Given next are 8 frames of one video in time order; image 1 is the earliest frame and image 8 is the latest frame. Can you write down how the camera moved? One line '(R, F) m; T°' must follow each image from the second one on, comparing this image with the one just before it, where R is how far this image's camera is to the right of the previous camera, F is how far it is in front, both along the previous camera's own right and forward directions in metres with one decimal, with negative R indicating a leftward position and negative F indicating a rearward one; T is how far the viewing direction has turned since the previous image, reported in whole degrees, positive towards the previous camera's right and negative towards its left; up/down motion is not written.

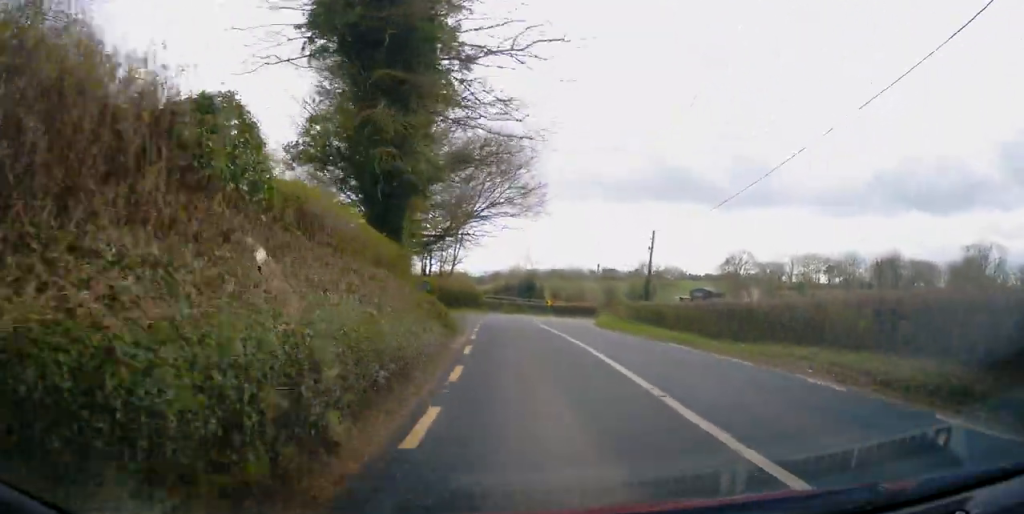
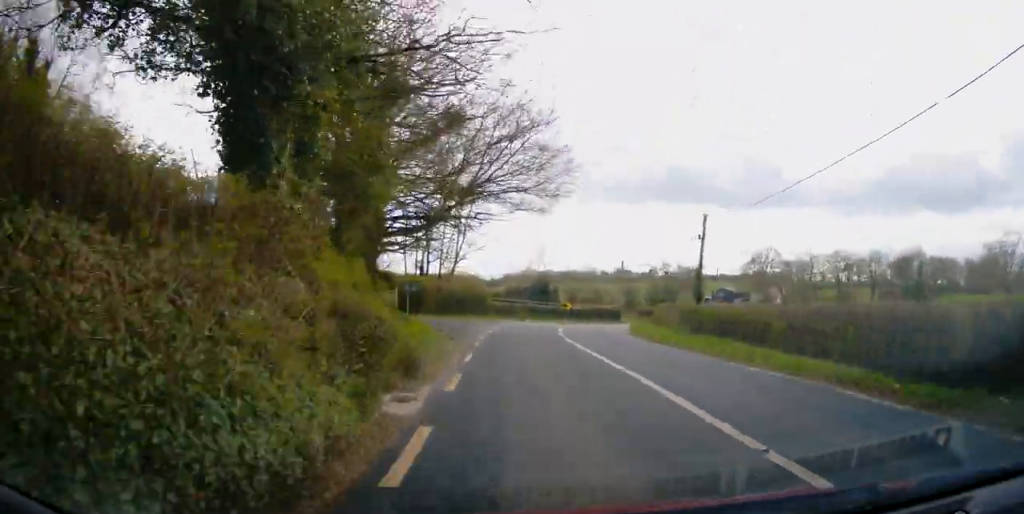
(-0.1, +9.0) m; -1°
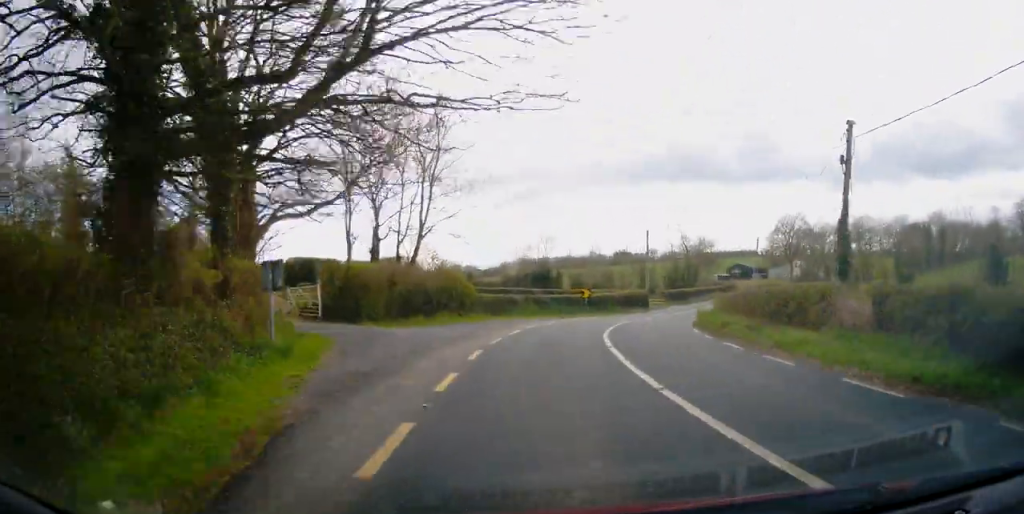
(-0.3, +15.7) m; 0°
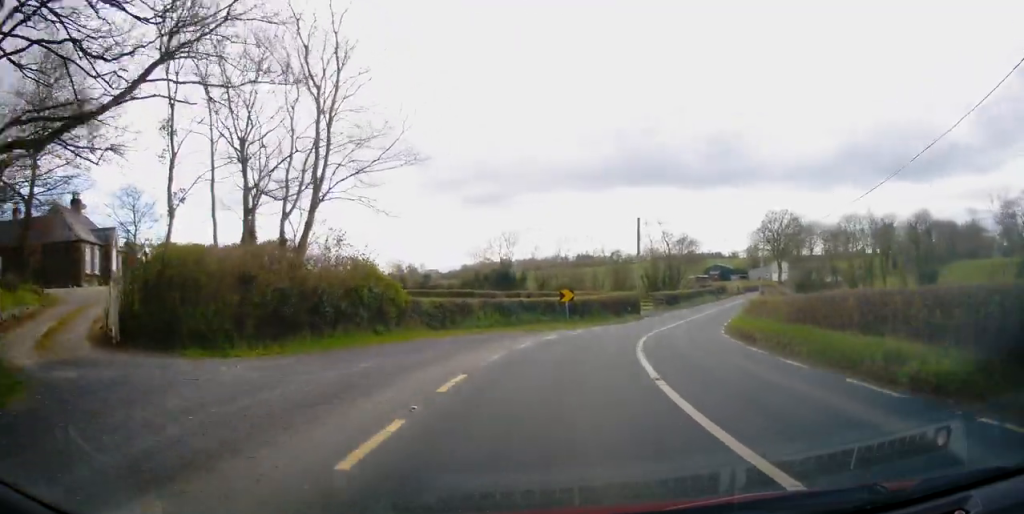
(+0.2, +11.9) m; +3°
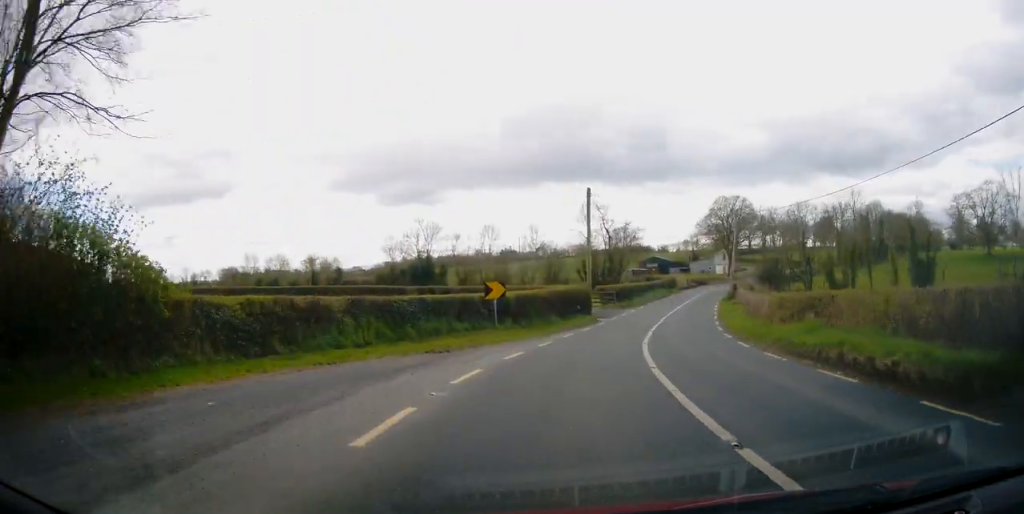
(+0.3, +11.2) m; +5°
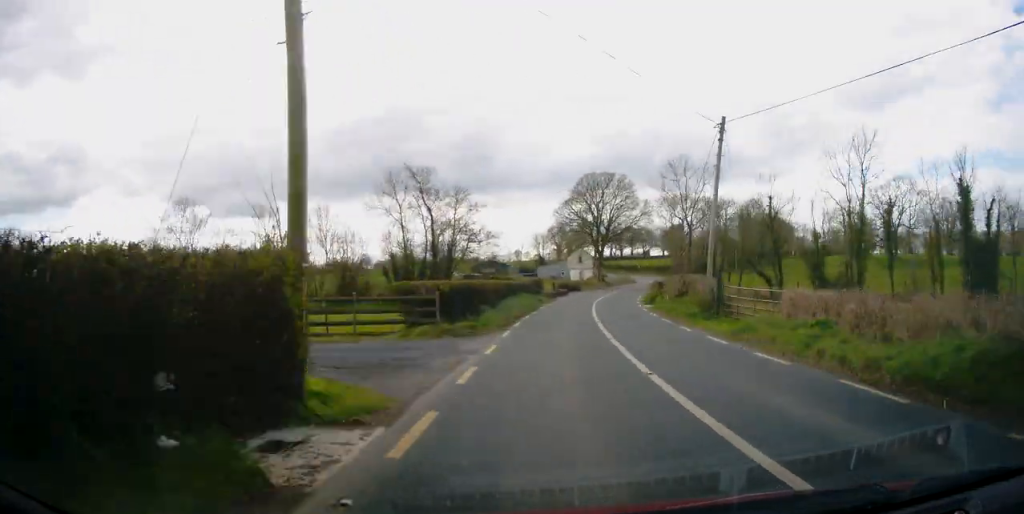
(+3.7, +26.9) m; +16°
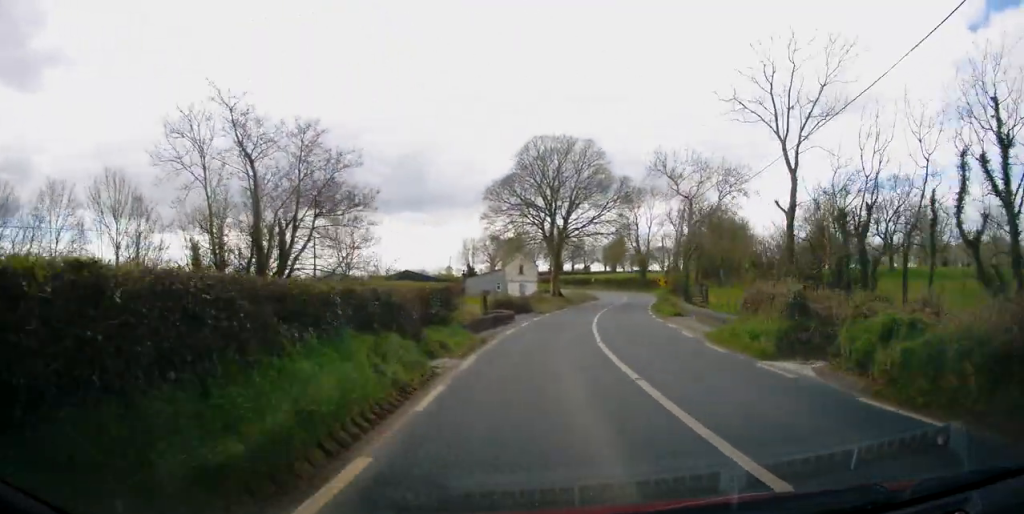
(+2.2, +24.9) m; +9°
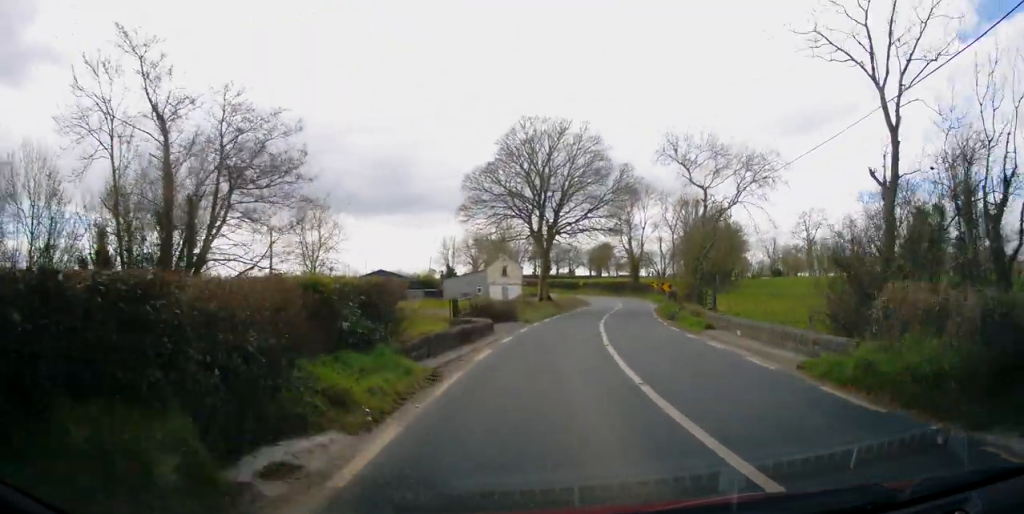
(0.0, +6.5) m; +2°
